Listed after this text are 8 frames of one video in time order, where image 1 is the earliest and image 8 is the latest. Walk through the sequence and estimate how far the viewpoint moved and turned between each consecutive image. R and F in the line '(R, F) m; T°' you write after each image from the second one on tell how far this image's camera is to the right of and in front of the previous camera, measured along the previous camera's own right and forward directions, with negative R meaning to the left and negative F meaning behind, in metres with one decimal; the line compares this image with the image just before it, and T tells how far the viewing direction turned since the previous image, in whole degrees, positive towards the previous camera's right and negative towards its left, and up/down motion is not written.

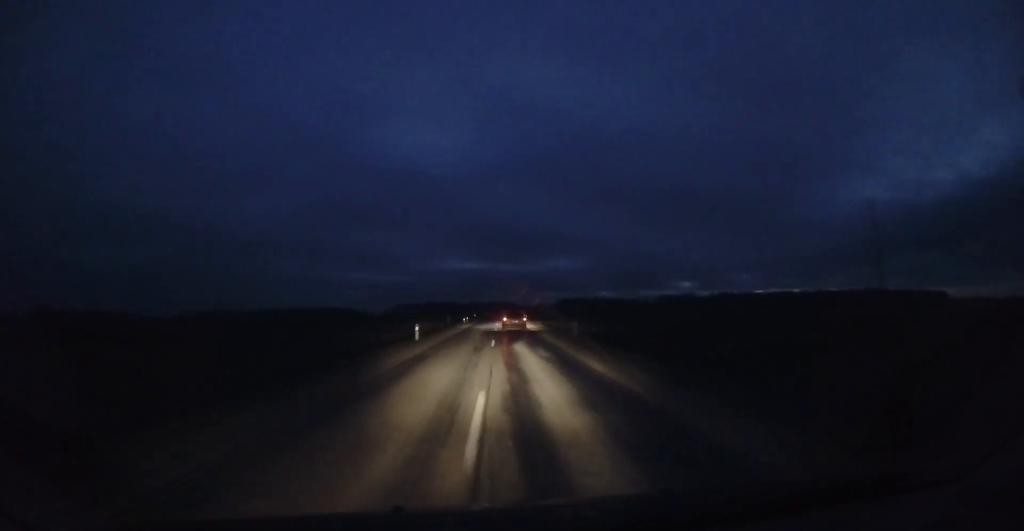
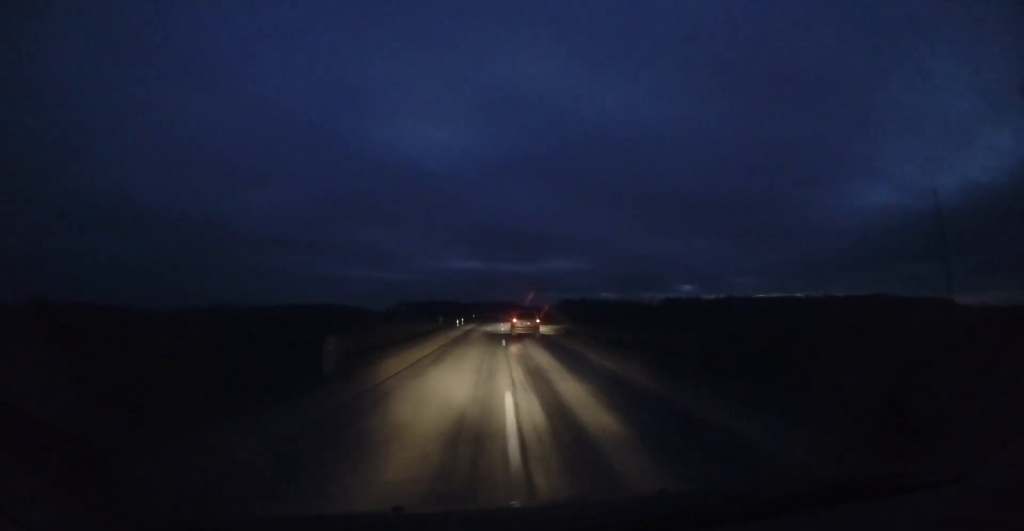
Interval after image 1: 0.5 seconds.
(0.0, +12.1) m; 0°
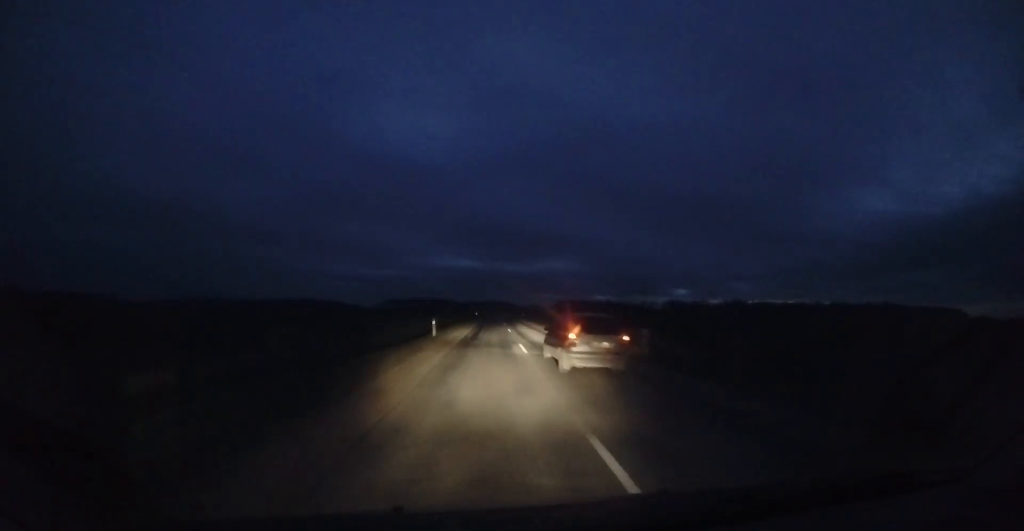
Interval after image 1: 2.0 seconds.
(+0.2, +39.3) m; +2°
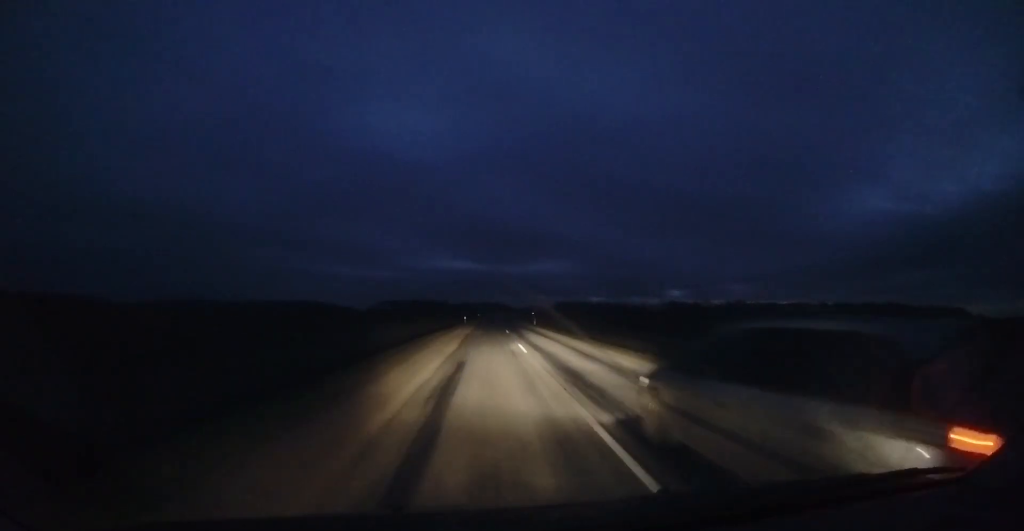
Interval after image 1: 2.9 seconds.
(+0.5, +24.2) m; +3°
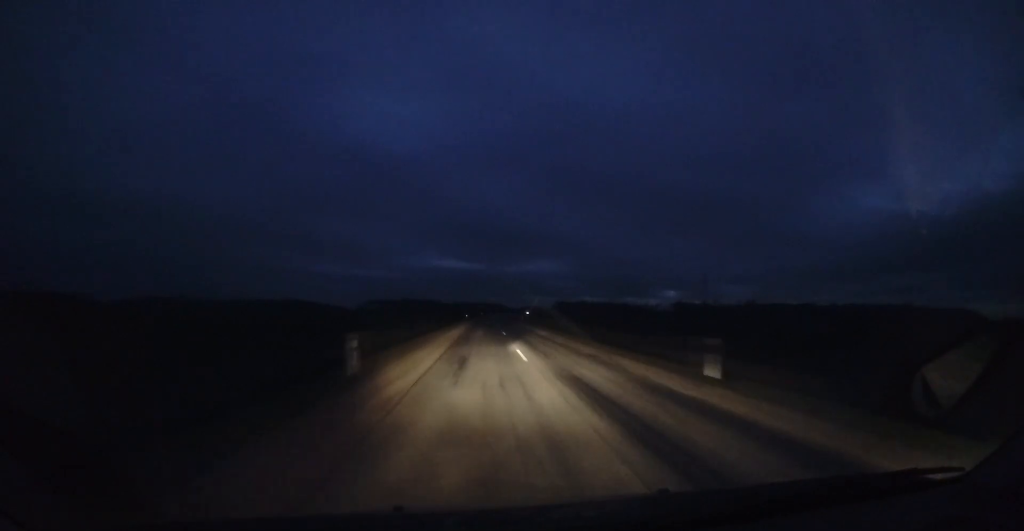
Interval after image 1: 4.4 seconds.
(+0.6, +38.8) m; 0°
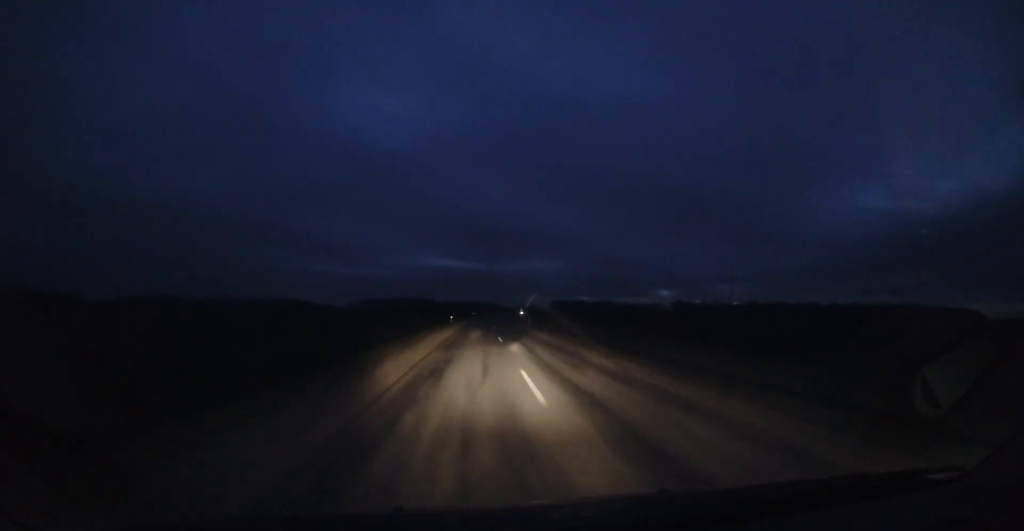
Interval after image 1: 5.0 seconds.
(-0.2, +18.1) m; 0°
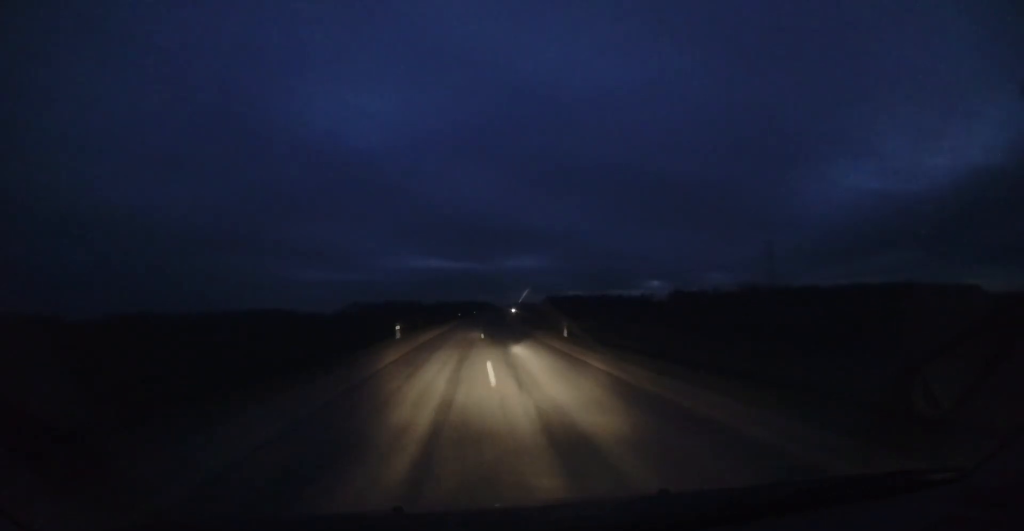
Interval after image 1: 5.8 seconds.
(+0.2, +23.3) m; +2°
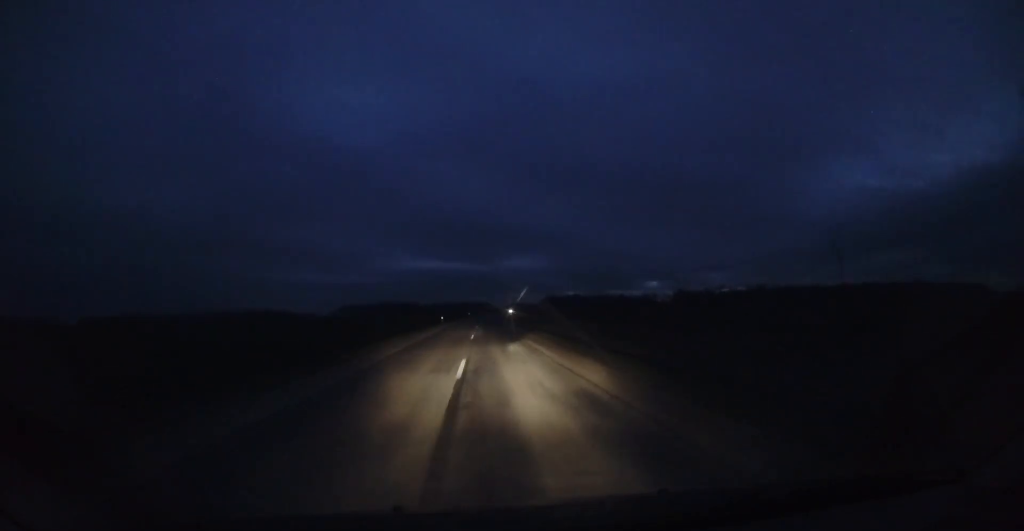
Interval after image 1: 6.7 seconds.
(+0.6, +23.1) m; 0°
